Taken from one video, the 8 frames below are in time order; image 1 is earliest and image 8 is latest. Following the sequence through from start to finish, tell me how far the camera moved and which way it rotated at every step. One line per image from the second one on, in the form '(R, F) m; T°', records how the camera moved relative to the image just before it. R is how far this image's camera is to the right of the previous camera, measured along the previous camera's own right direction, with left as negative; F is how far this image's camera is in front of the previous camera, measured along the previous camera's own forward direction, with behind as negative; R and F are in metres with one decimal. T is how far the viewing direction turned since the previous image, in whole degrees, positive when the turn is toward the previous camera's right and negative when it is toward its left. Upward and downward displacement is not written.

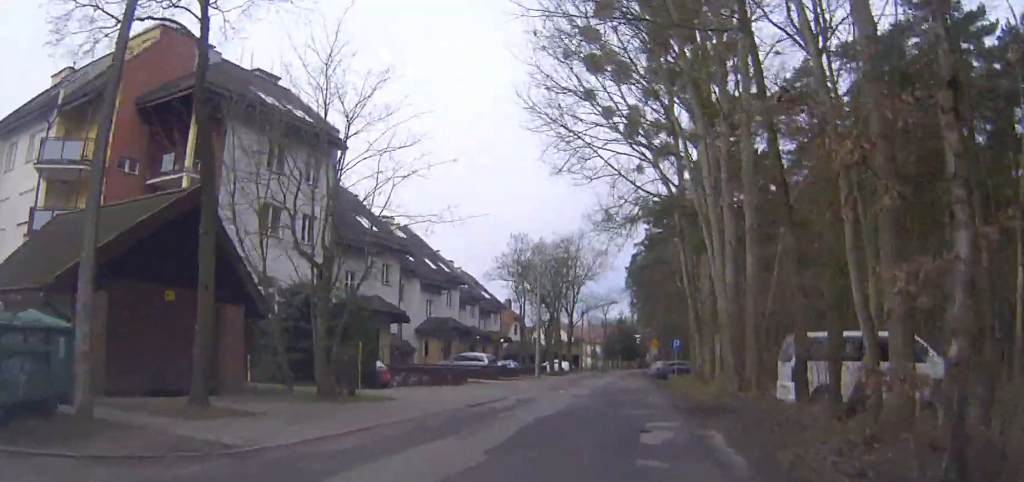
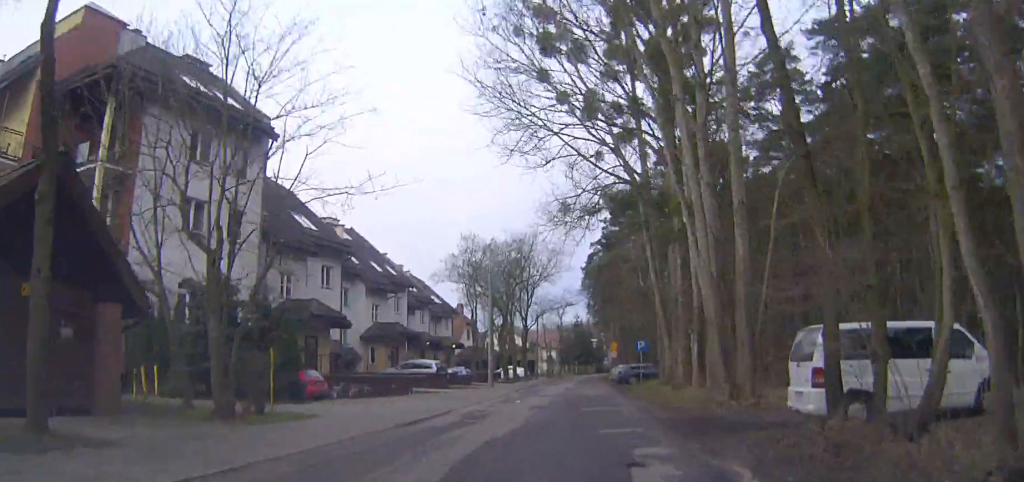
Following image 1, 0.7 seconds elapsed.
(+0.1, +4.0) m; +3°
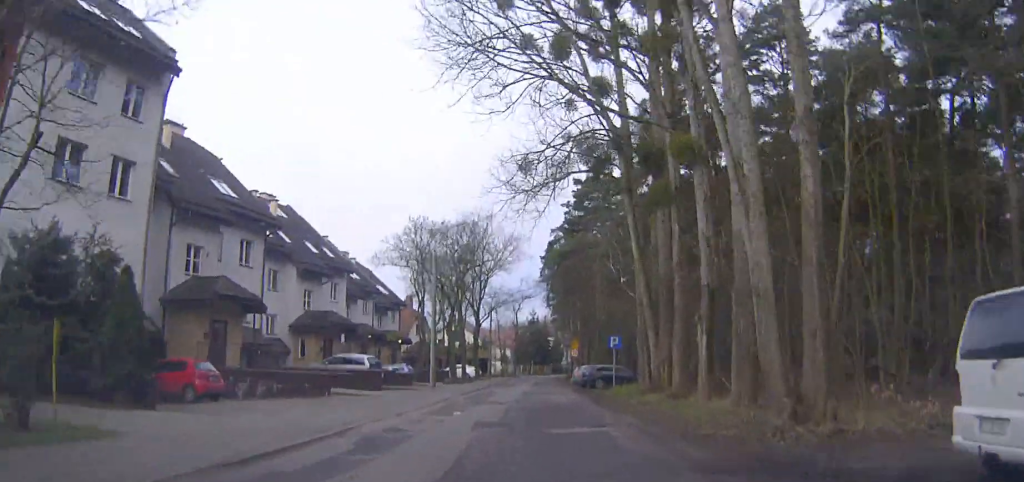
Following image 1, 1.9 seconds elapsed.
(+0.3, +7.5) m; +3°
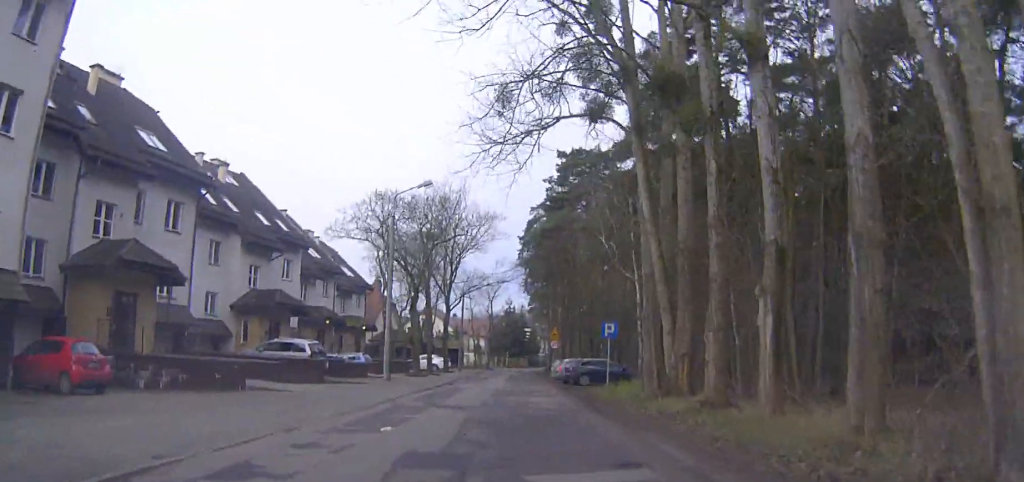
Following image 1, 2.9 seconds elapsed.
(0.0, +6.9) m; +2°
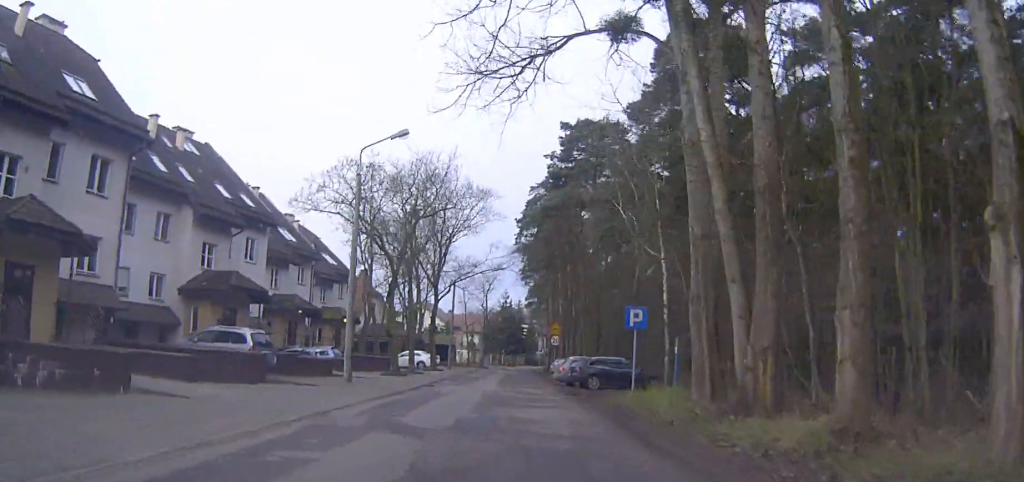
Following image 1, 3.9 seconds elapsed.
(+0.2, +7.0) m; +3°
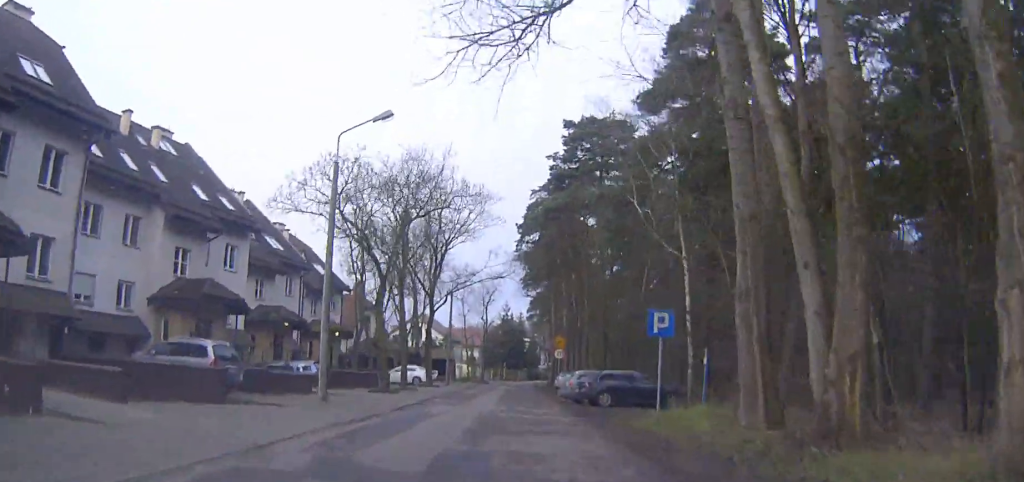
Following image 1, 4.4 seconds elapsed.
(+0.1, +3.6) m; +2°
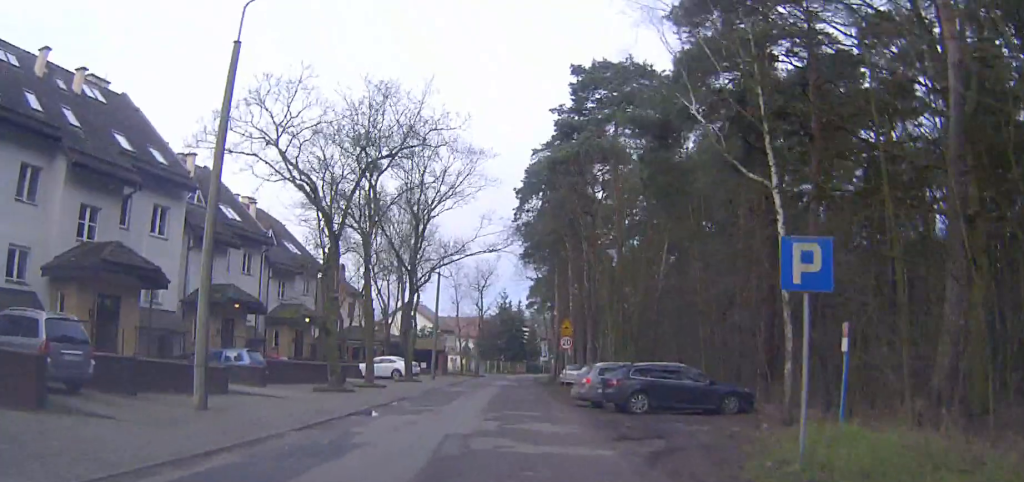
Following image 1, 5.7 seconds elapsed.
(+0.3, +9.1) m; +1°
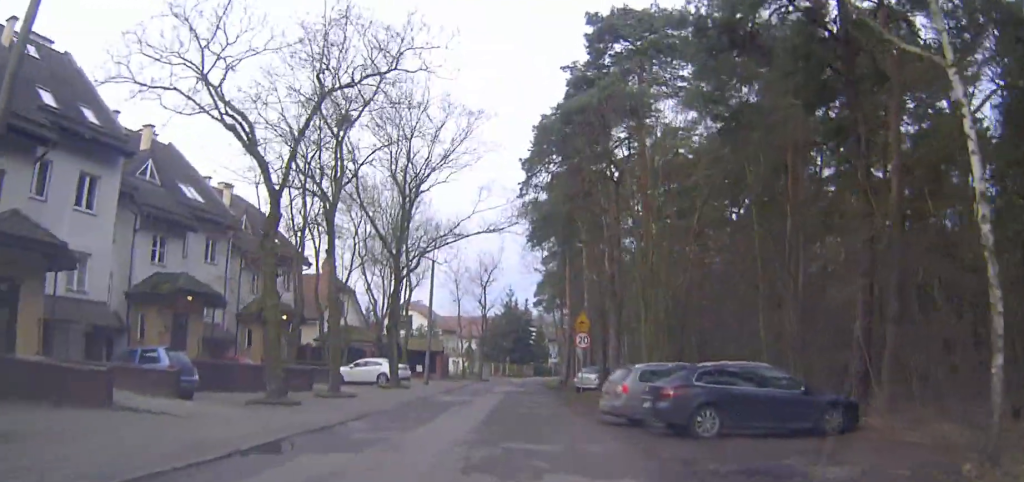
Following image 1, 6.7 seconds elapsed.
(-0.3, +7.3) m; -3°
